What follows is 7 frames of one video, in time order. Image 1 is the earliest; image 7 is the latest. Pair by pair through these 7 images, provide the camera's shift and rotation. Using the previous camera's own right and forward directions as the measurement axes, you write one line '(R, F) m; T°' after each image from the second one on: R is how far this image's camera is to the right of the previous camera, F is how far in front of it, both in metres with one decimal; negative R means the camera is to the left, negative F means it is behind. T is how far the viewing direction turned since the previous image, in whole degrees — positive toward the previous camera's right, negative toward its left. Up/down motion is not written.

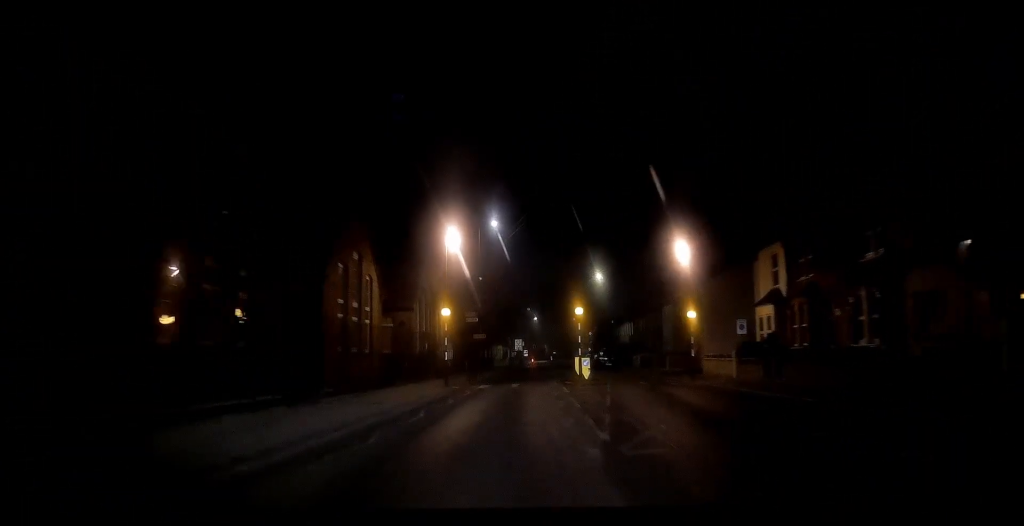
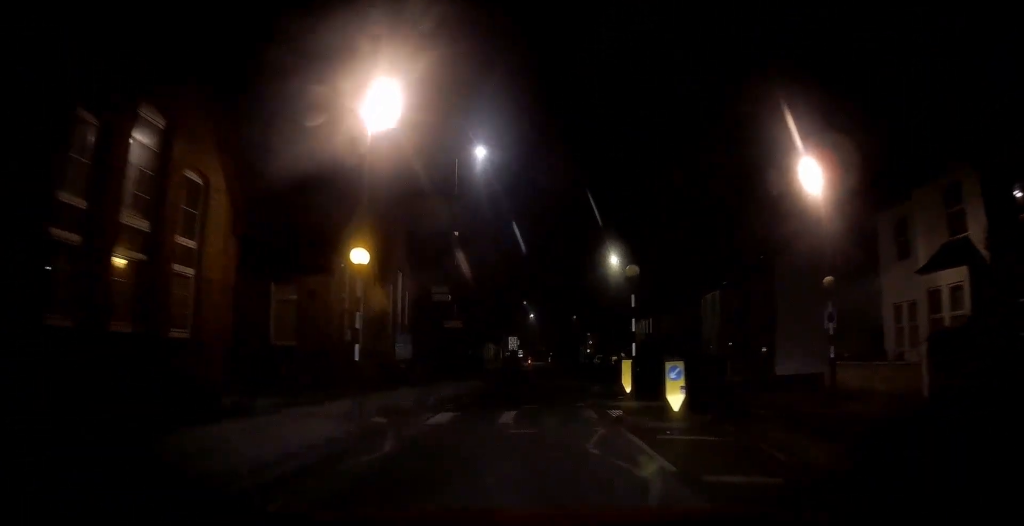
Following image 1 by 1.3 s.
(-0.2, +13.9) m; 0°
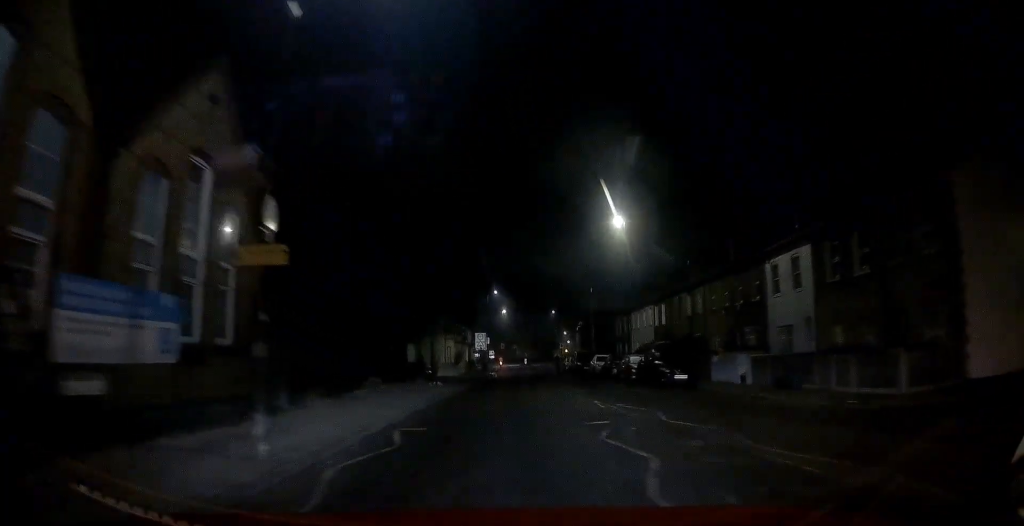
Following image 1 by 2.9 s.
(+0.4, +16.2) m; +2°
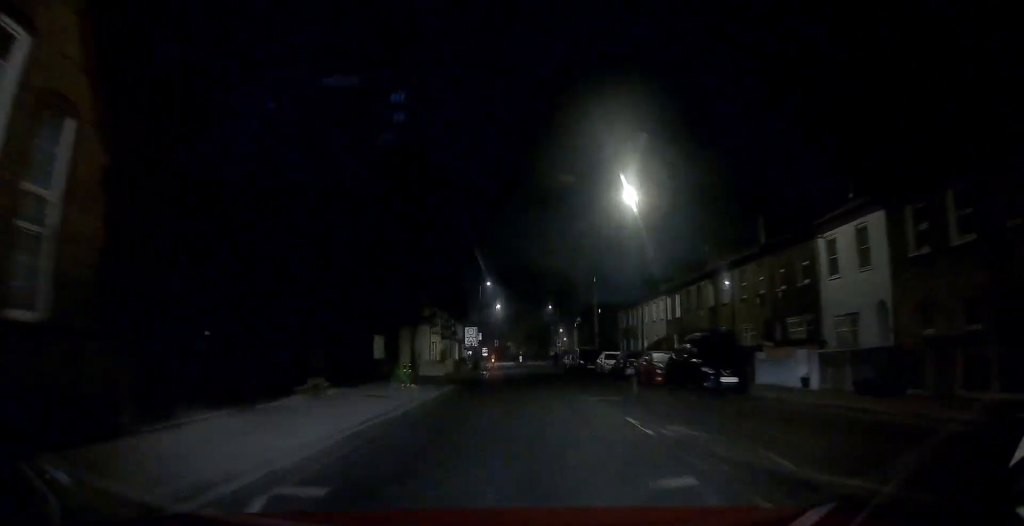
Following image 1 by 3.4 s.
(0.0, +5.7) m; +1°
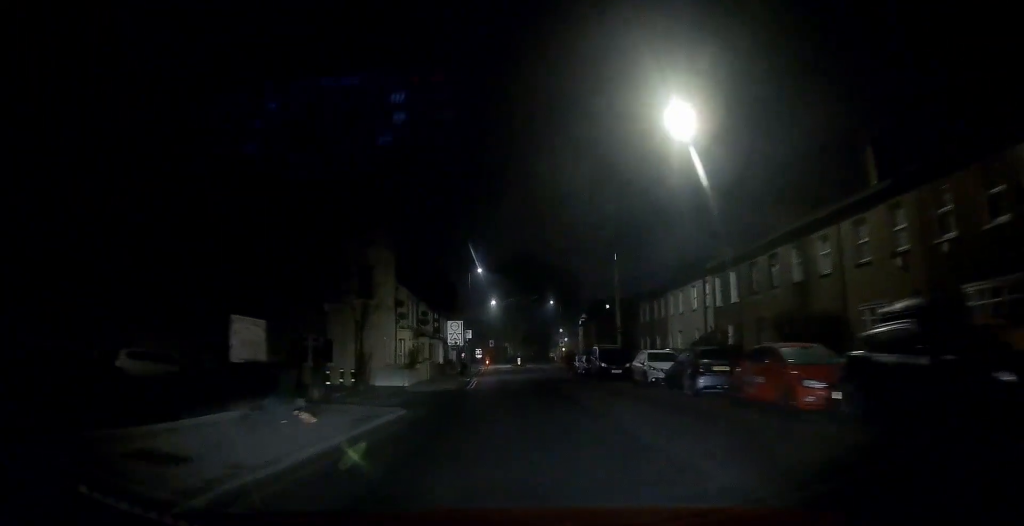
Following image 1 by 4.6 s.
(+0.1, +11.2) m; +1°
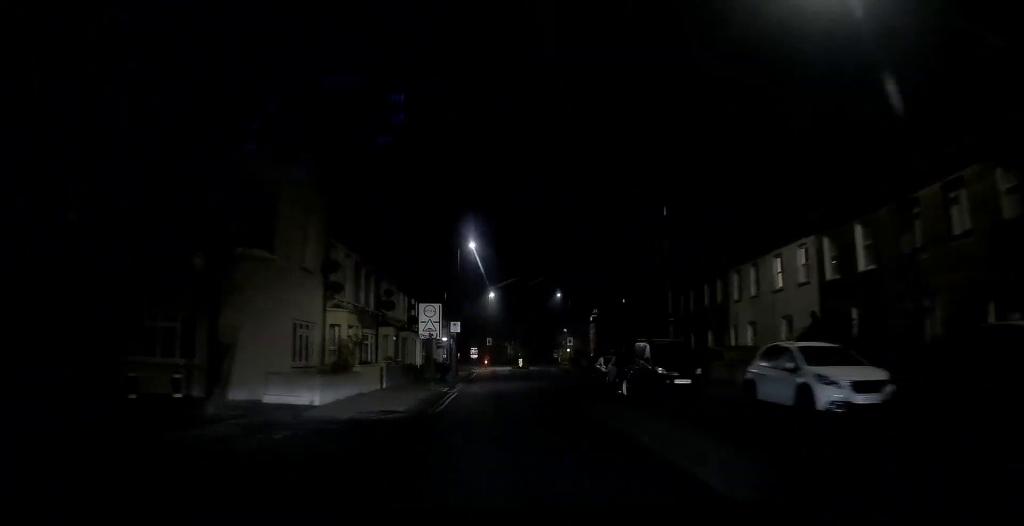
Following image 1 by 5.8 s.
(+0.1, +13.0) m; 0°
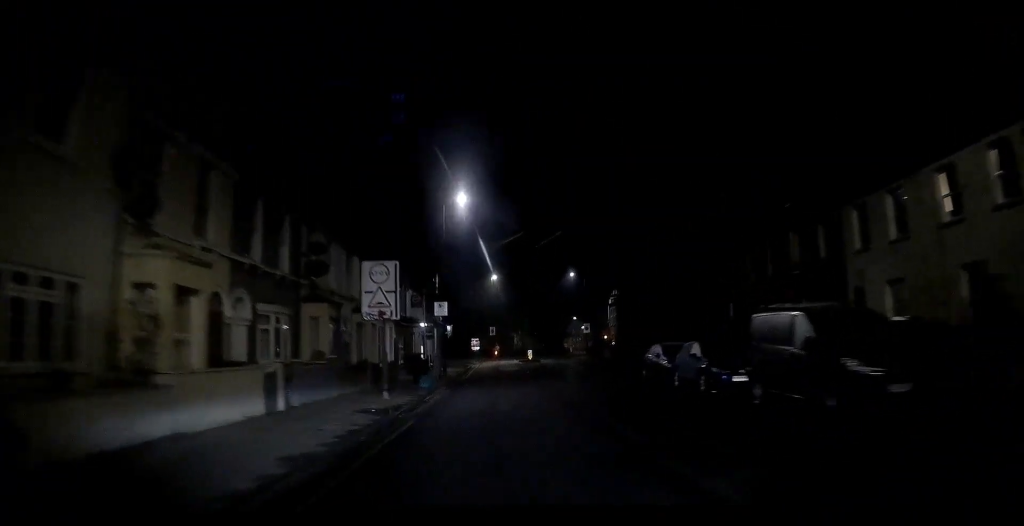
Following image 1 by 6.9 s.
(-0.1, +12.7) m; -1°
